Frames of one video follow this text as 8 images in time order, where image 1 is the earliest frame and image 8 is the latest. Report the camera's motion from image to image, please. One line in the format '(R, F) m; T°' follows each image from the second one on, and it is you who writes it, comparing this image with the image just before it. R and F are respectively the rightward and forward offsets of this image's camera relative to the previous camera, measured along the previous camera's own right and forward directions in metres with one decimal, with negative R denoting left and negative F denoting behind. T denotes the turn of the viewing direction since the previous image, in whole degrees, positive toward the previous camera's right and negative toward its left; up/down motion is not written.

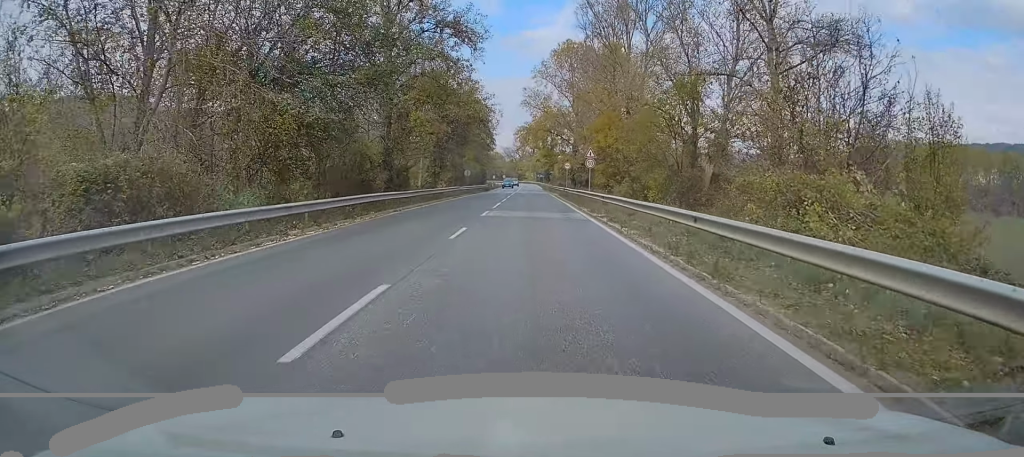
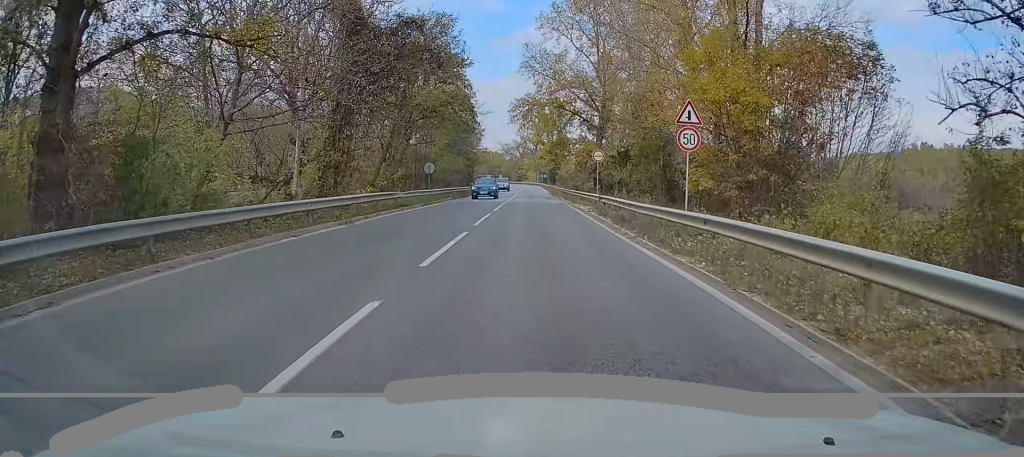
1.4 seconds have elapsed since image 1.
(0.0, +28.2) m; 0°
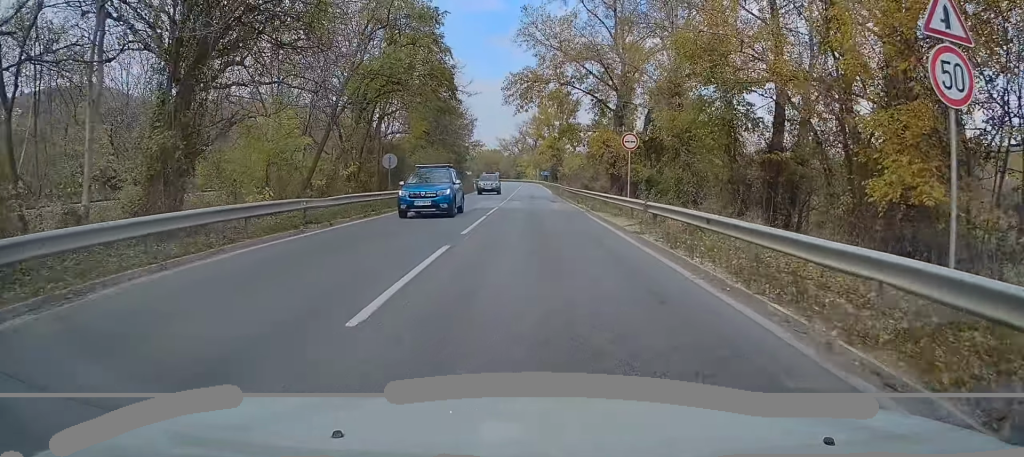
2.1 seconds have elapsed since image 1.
(+0.1, +12.2) m; 0°
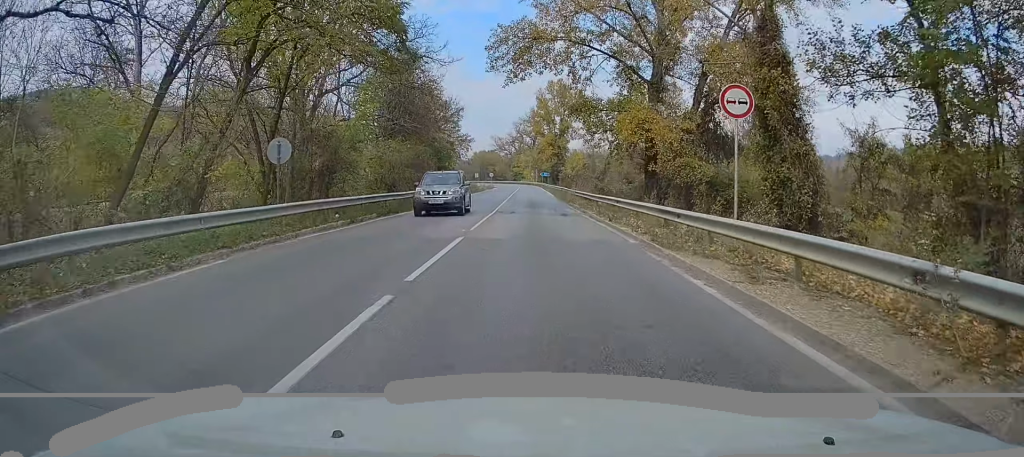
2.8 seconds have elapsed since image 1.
(-0.1, +13.8) m; 0°
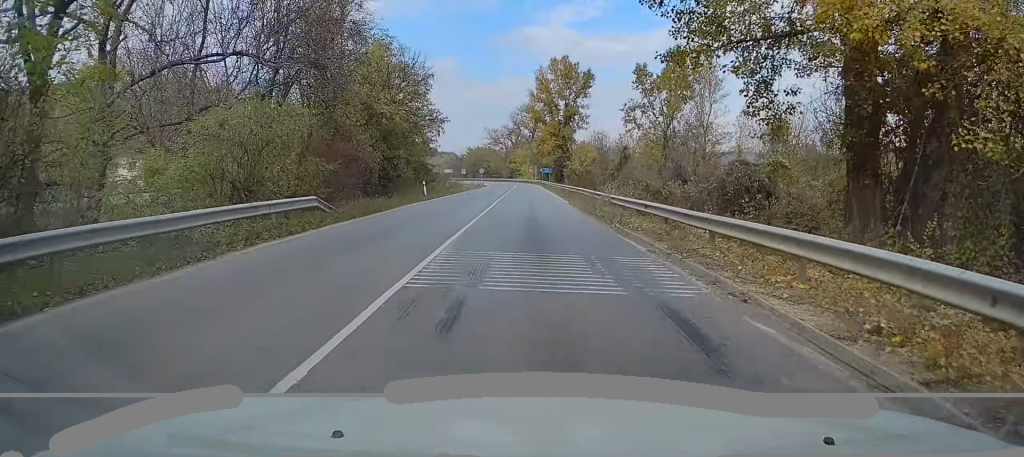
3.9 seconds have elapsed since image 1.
(+0.1, +20.3) m; +1°
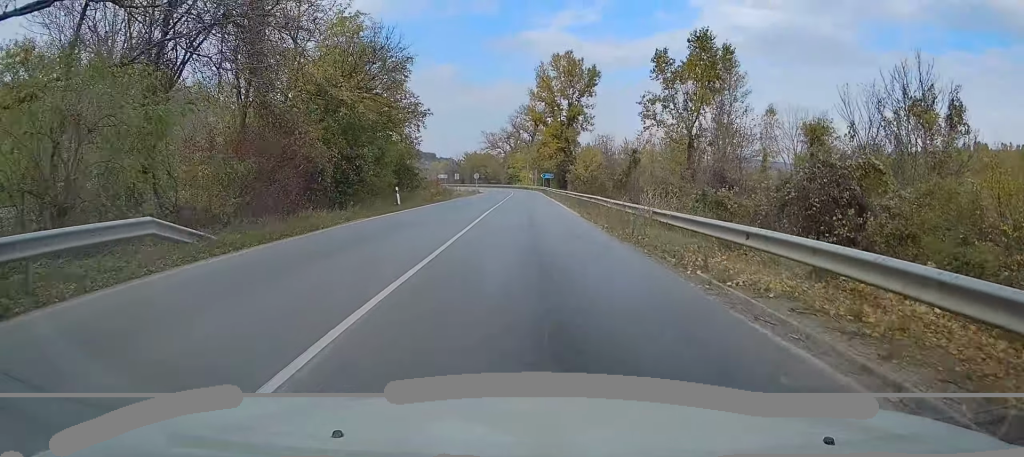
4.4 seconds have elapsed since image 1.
(0.0, +8.4) m; 0°
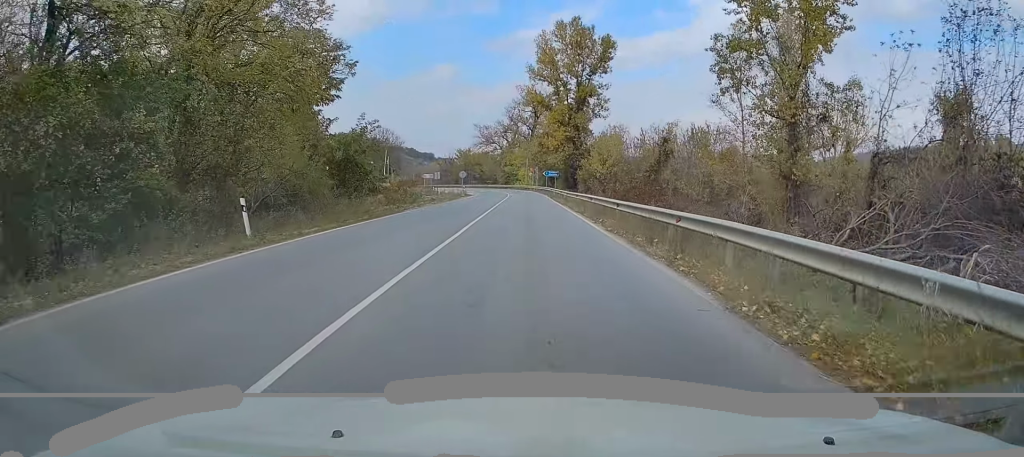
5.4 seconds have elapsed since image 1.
(+0.1, +18.4) m; 0°
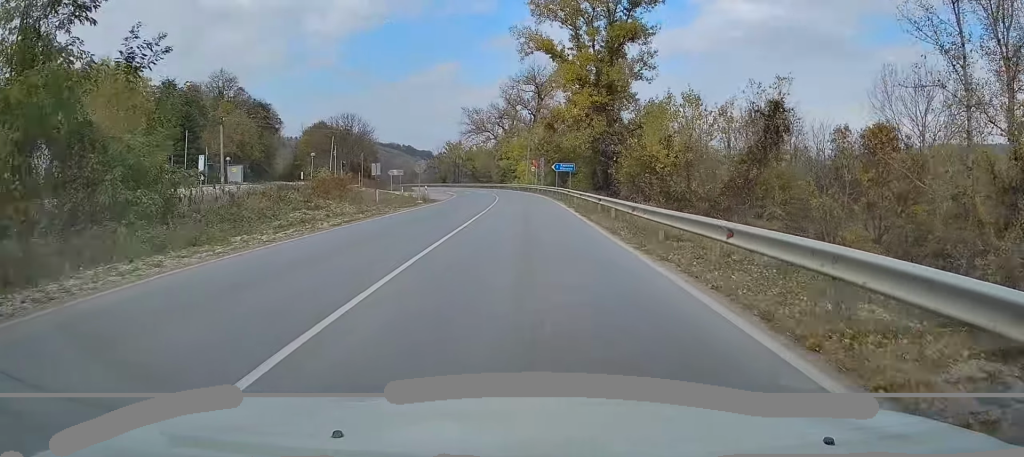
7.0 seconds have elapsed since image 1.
(-0.2, +28.4) m; -1°
